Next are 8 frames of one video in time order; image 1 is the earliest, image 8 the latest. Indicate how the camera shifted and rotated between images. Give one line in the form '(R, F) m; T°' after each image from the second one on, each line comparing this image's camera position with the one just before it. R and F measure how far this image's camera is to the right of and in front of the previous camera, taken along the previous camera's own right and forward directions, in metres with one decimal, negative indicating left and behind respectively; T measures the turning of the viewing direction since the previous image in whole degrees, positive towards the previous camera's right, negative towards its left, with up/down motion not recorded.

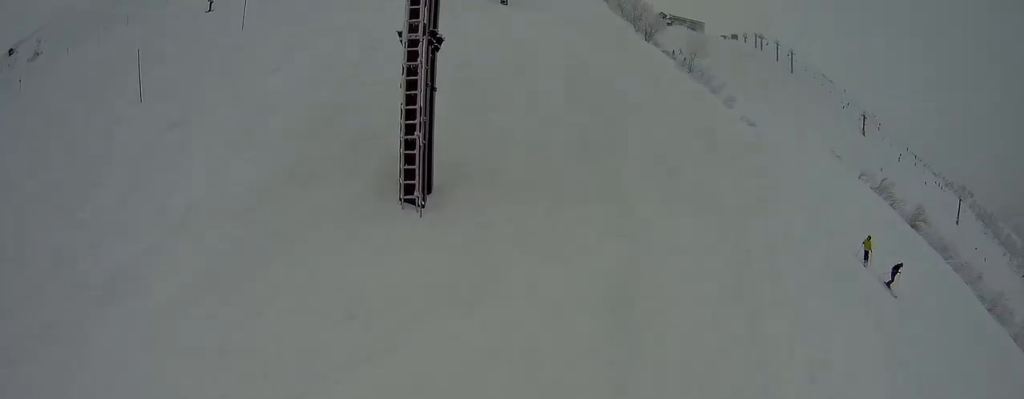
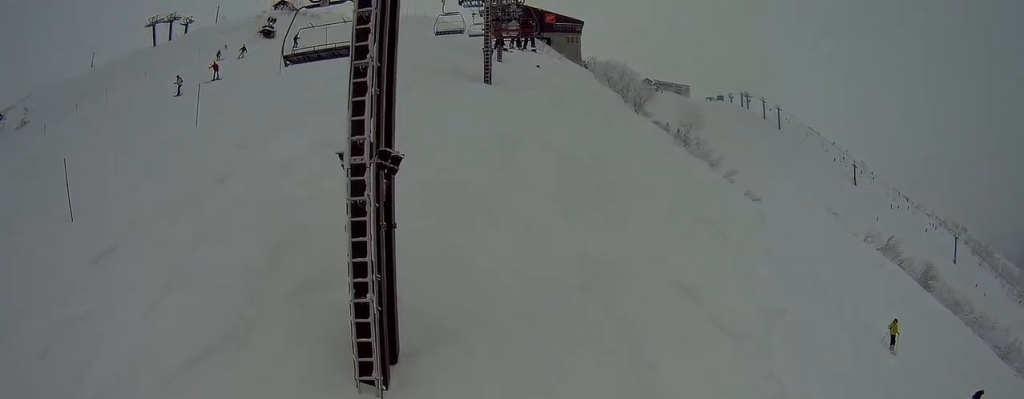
(0.0, +3.9) m; -1°
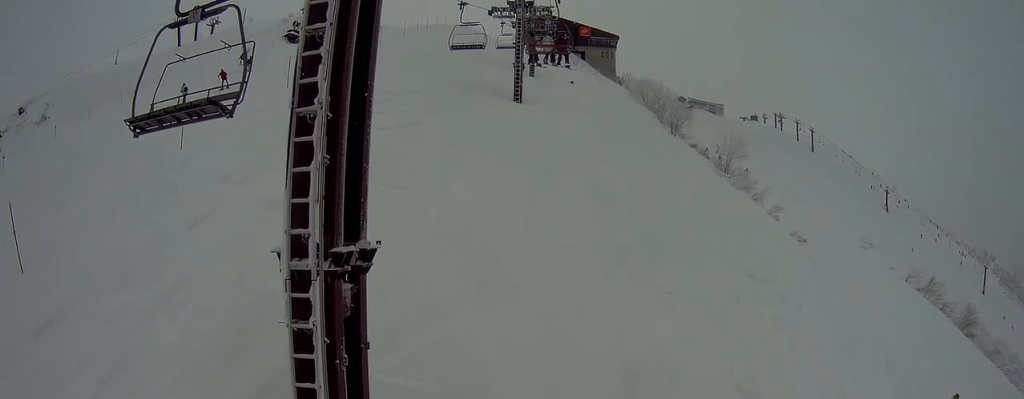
(-0.2, +4.2) m; -10°
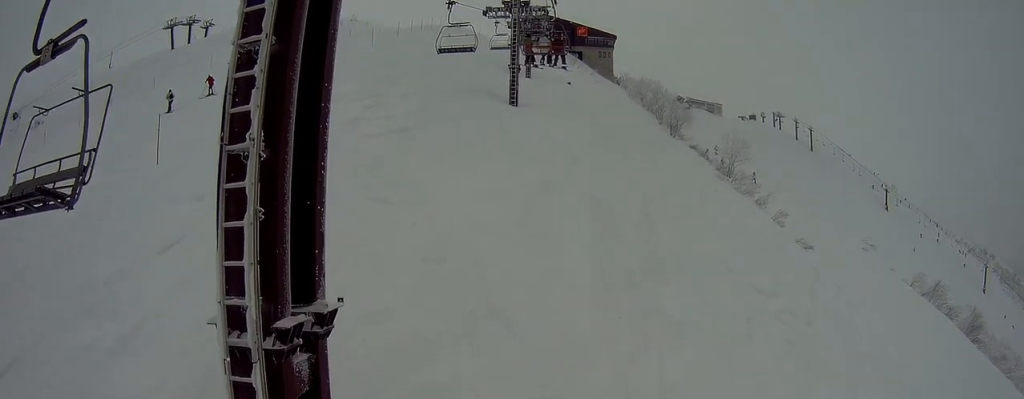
(0.0, +1.7) m; -8°
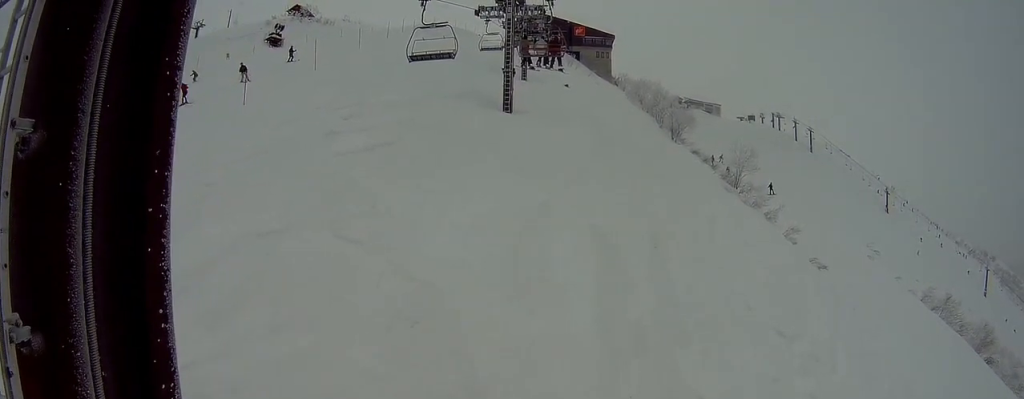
(-0.6, +3.7) m; +1°
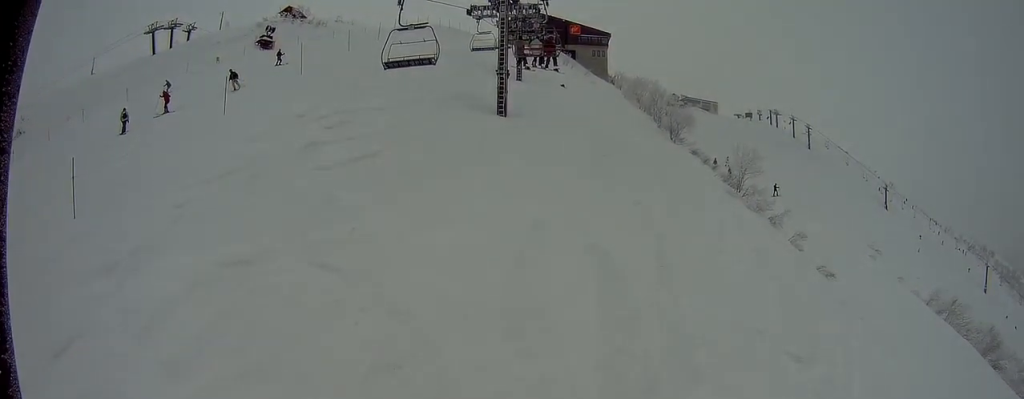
(0.0, +1.9) m; +5°
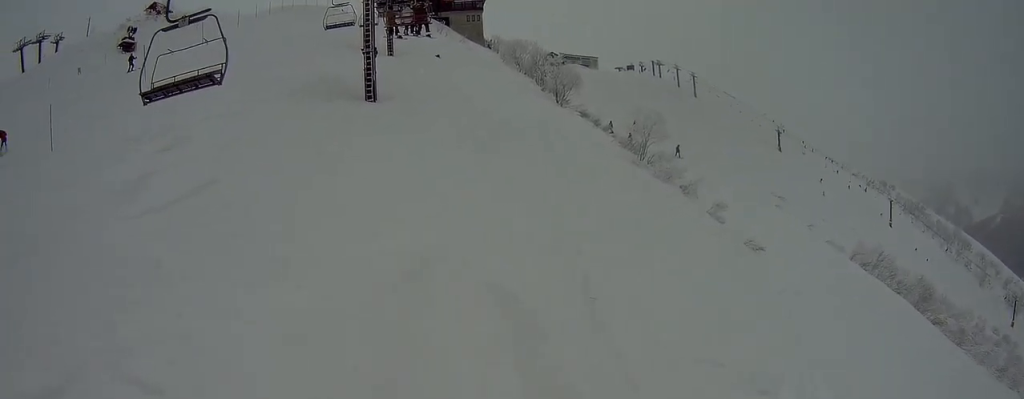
(+1.3, +6.0) m; +13°
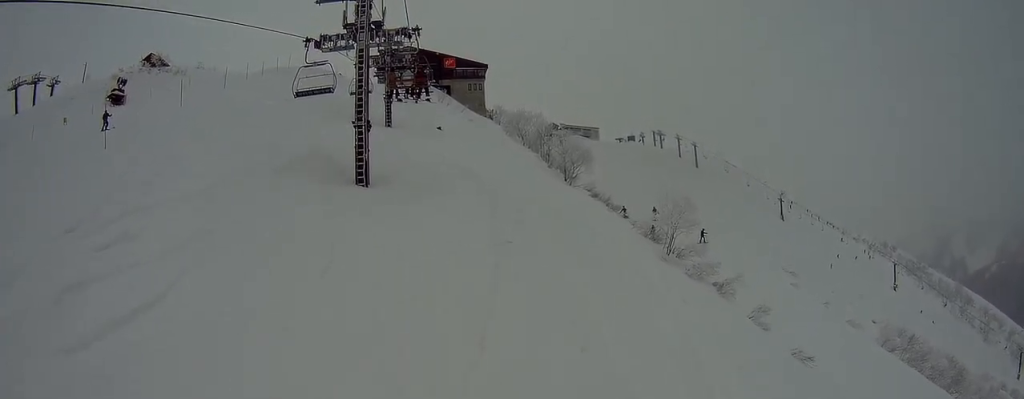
(0.0, +6.4) m; 0°
